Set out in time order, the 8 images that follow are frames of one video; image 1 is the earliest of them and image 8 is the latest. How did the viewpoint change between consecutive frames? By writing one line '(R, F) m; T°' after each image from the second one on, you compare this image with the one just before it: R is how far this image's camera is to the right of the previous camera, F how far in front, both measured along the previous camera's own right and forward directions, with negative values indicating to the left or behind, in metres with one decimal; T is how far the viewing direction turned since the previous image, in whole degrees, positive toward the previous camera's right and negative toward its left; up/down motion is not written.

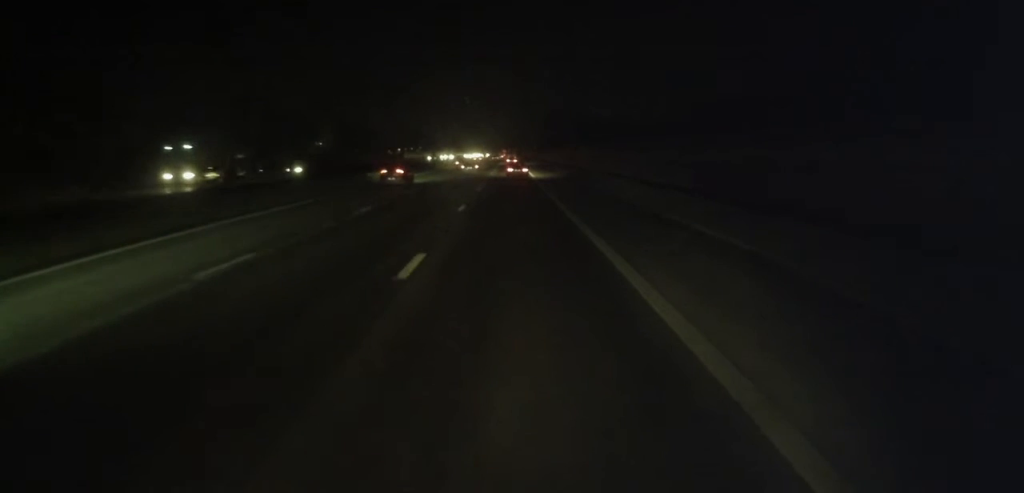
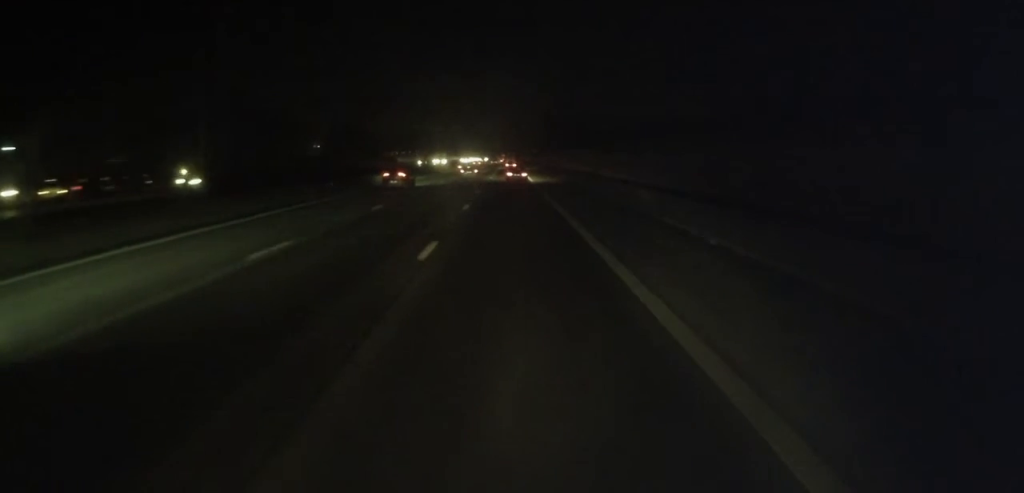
(-0.4, +9.4) m; -1°
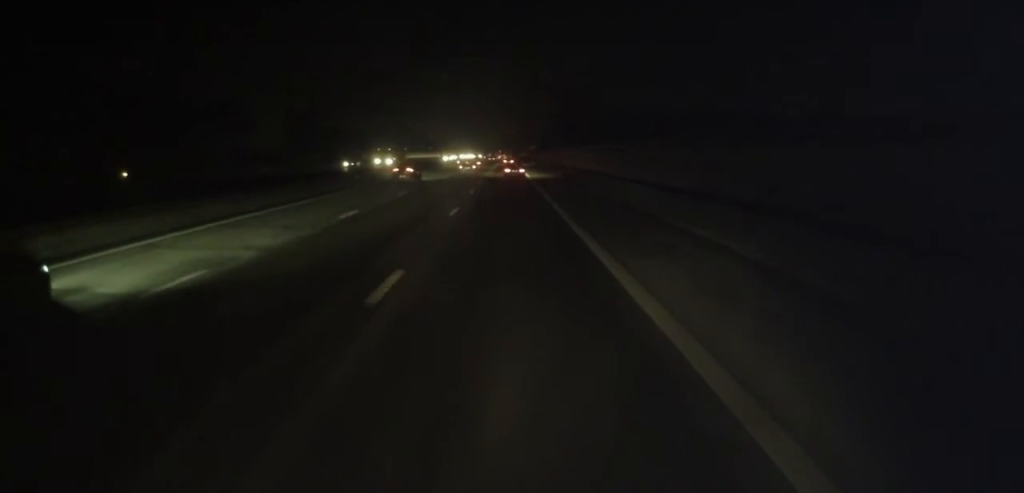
(+0.3, +39.6) m; +1°
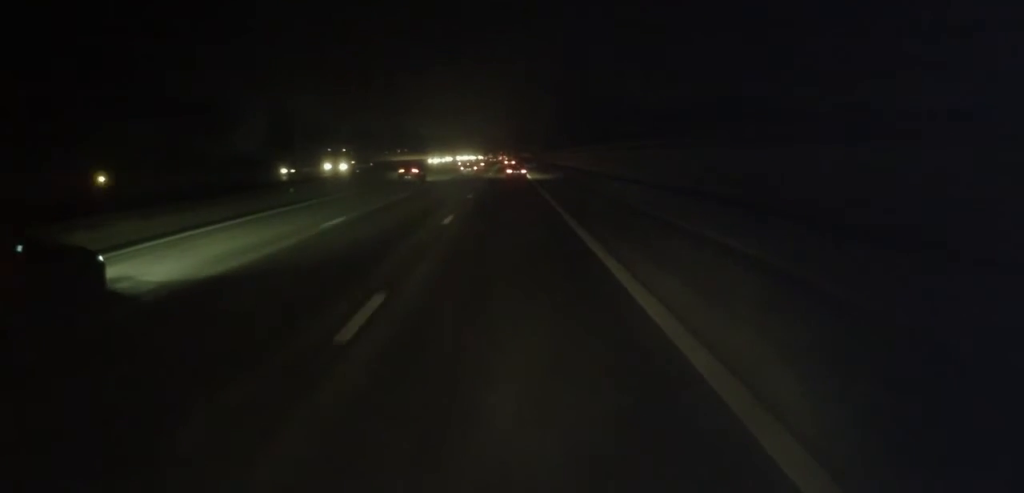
(0.0, +14.1) m; 0°
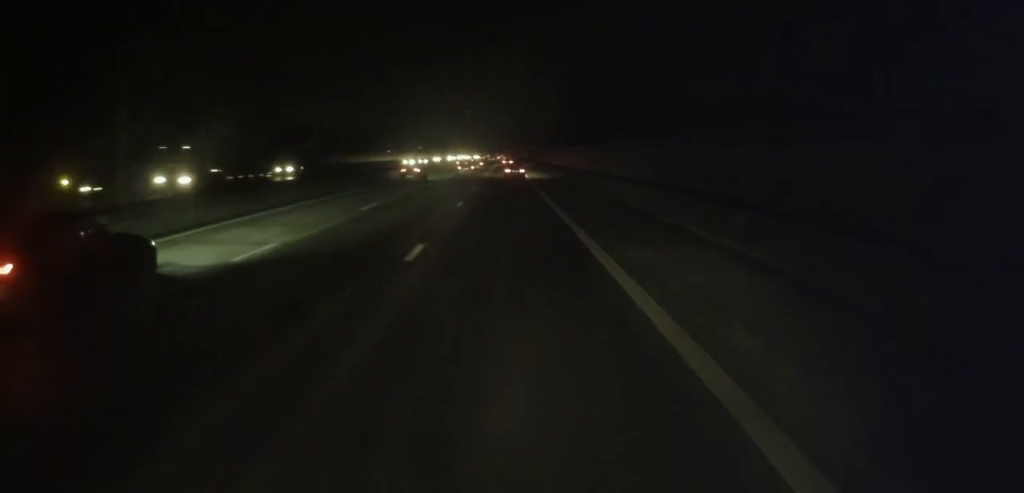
(0.0, +17.9) m; 0°
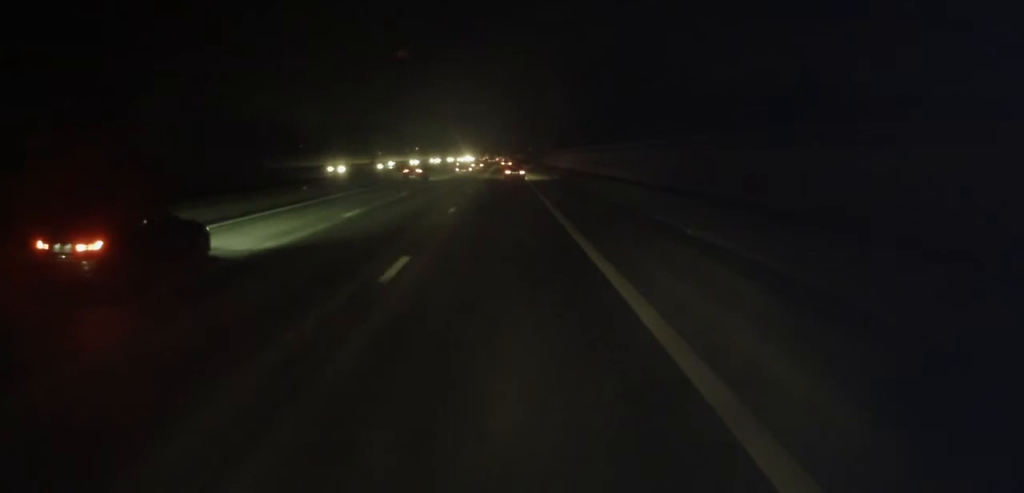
(0.0, +26.2) m; 0°
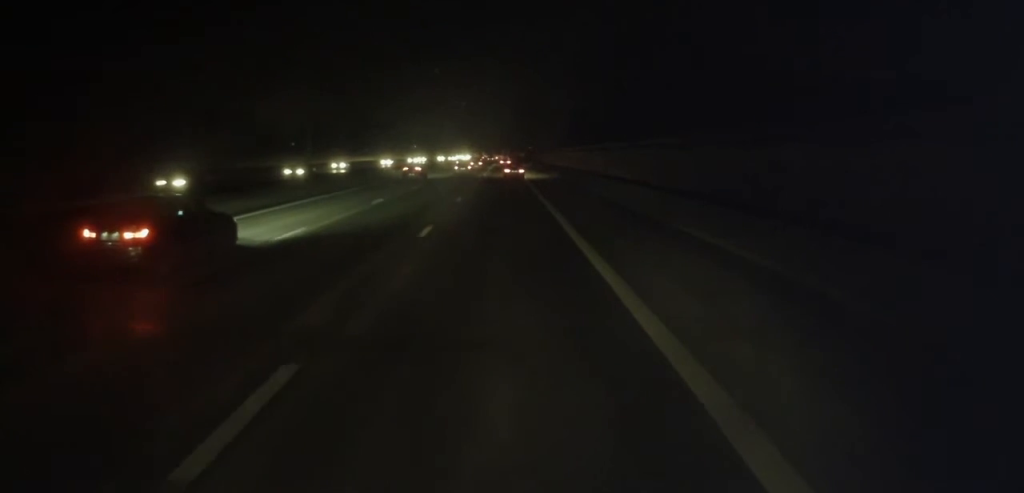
(0.0, +18.9) m; 0°
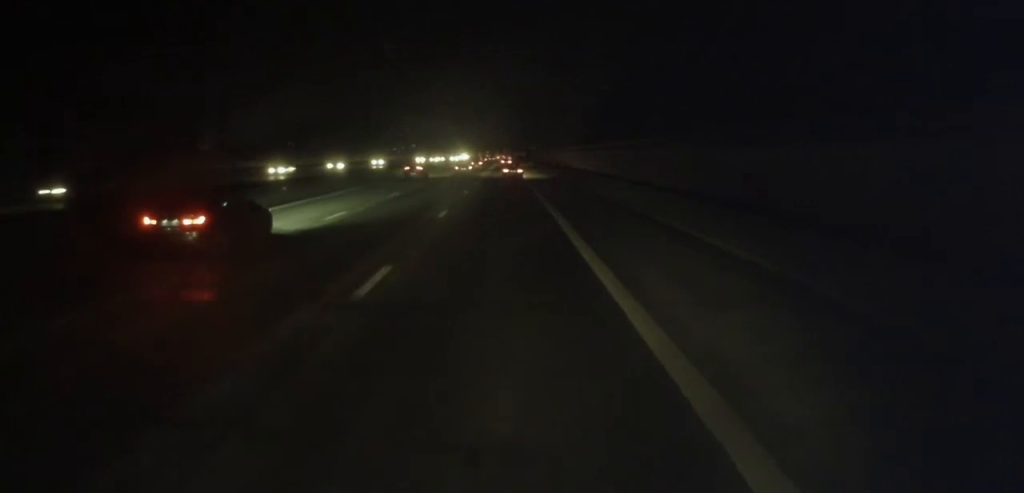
(-0.1, +31.4) m; -1°
